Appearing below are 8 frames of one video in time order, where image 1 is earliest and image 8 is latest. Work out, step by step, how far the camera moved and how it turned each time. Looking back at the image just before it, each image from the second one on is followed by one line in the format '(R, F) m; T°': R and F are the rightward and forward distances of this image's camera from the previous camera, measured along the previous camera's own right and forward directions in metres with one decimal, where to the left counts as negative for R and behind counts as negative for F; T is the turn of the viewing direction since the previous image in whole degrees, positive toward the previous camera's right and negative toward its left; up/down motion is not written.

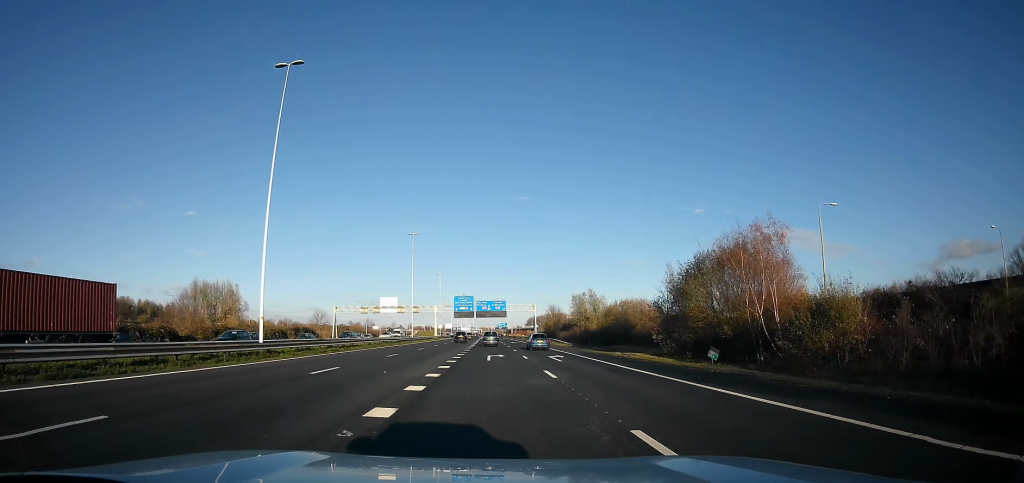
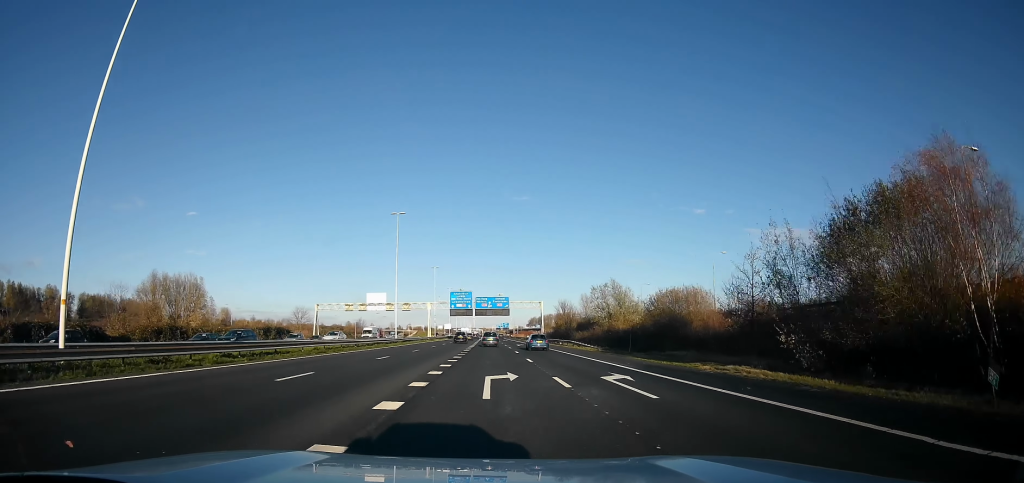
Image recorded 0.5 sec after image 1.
(-0.5, +15.1) m; +1°
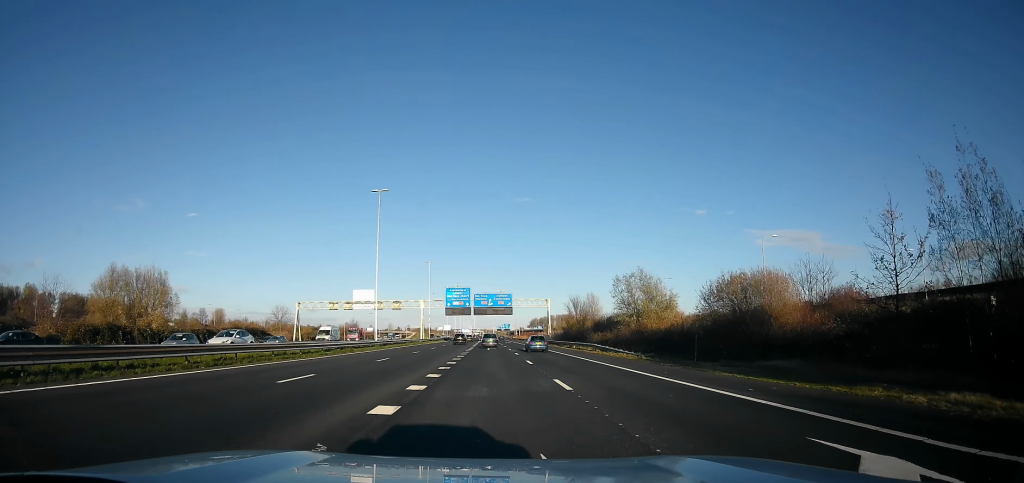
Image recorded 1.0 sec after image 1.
(+0.3, +12.3) m; +1°
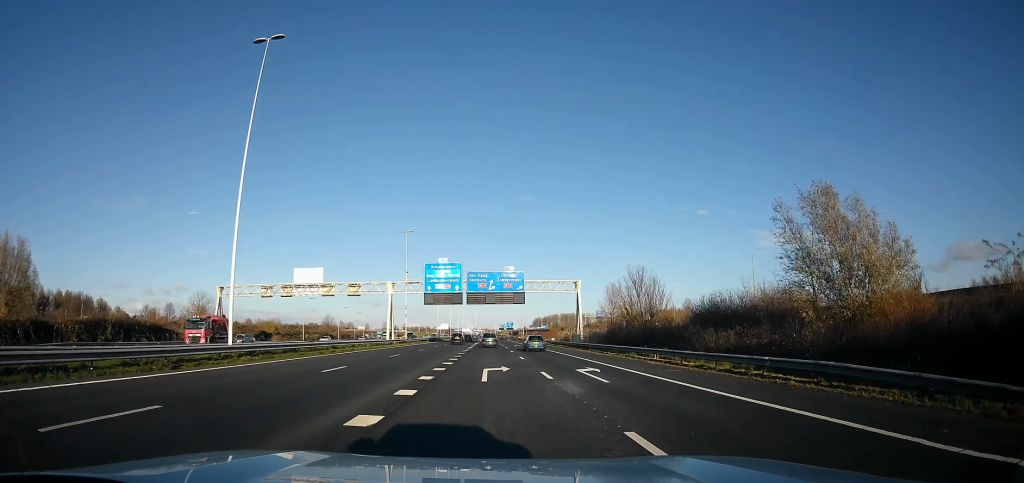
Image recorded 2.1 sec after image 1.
(+0.6, +33.2) m; 0°
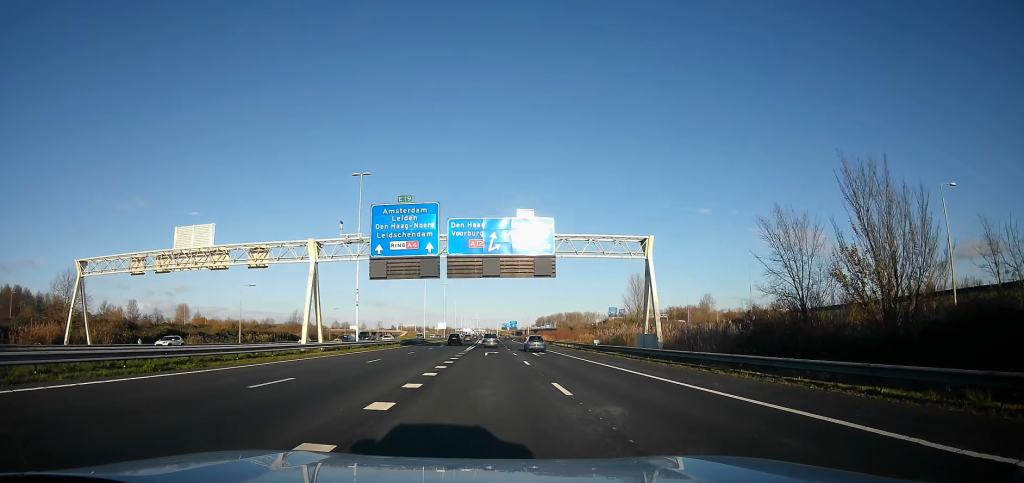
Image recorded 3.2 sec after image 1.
(-0.3, +30.2) m; -1°
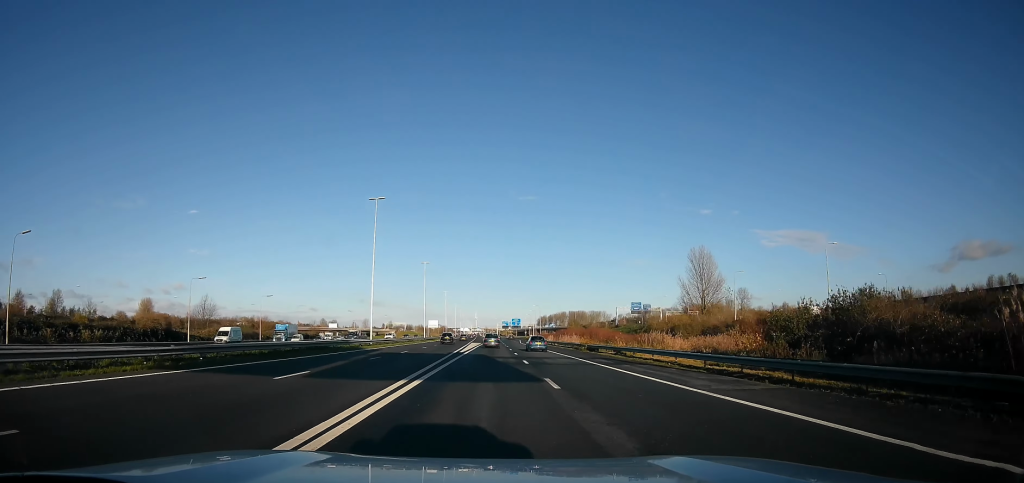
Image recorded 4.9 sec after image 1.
(+0.1, +47.0) m; 0°
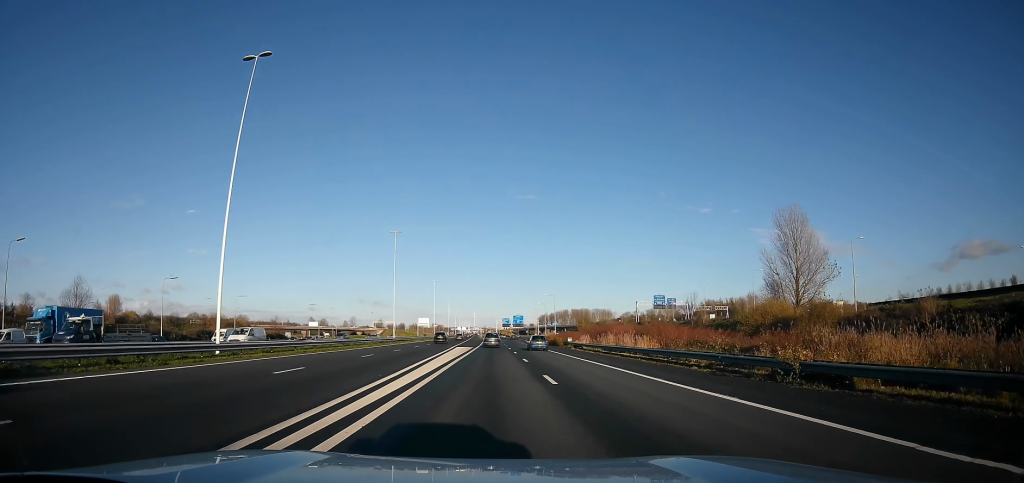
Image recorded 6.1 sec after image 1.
(0.0, +34.8) m; -1°
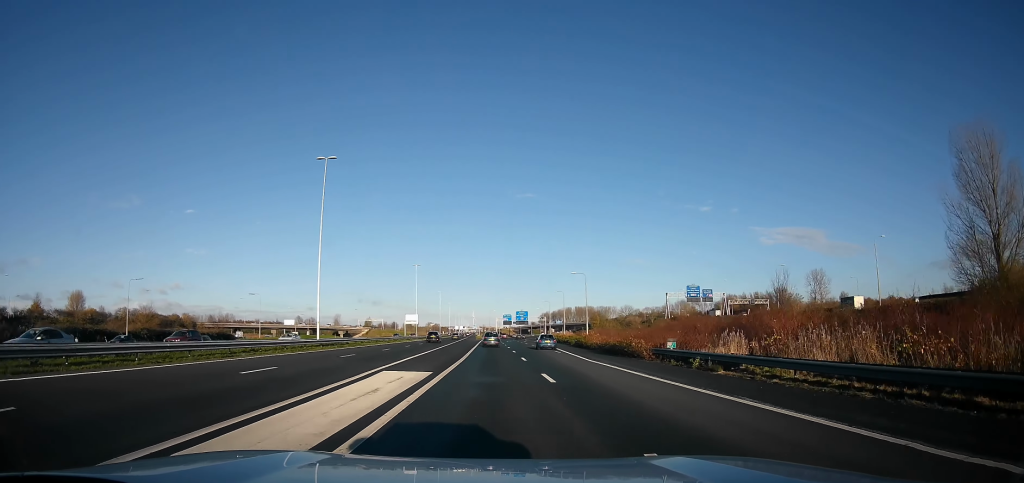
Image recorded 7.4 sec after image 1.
(-0.3, +35.9) m; 0°
